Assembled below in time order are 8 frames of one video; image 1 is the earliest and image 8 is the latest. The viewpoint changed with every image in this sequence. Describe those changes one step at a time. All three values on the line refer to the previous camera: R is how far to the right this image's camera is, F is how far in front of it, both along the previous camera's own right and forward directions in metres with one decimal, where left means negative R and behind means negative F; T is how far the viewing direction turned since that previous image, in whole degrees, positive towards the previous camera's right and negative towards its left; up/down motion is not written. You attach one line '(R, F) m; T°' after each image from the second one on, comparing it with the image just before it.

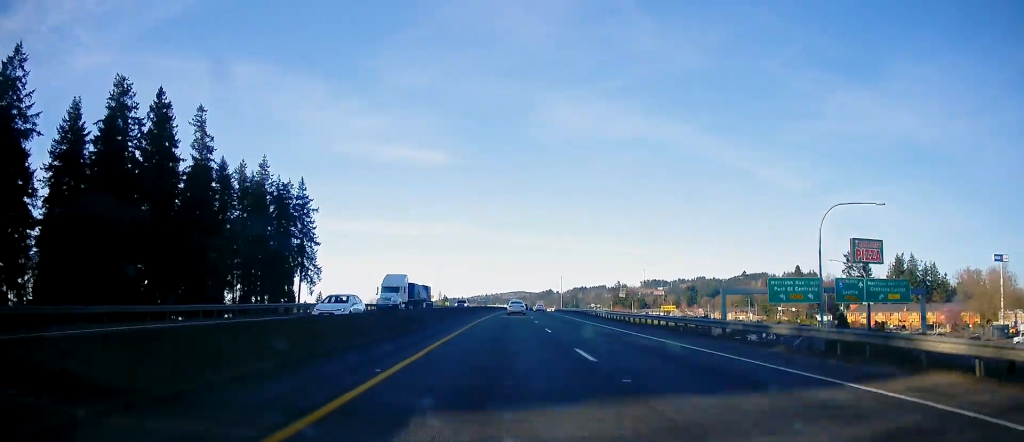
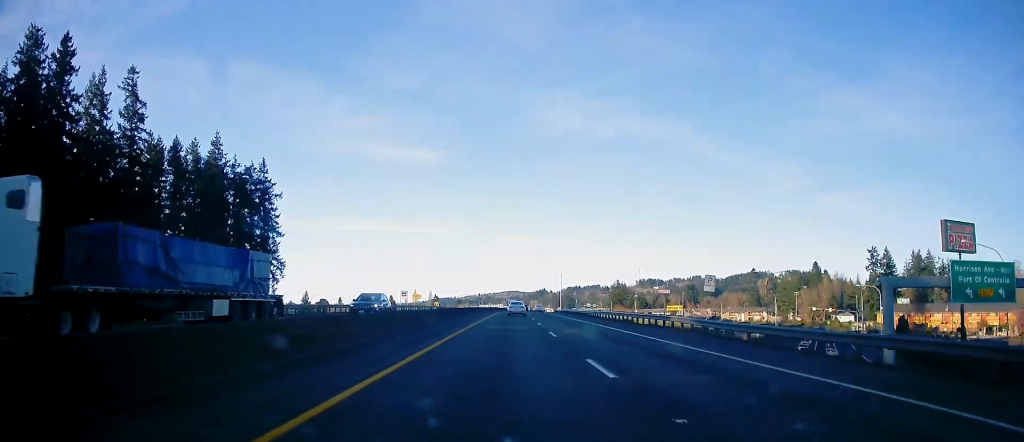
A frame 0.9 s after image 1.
(0.0, +27.5) m; 0°
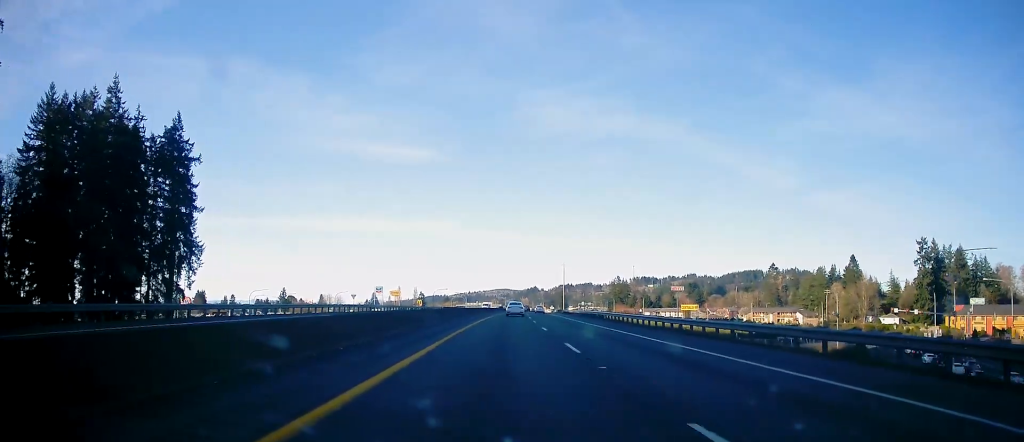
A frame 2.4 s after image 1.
(+0.3, +43.8) m; +1°
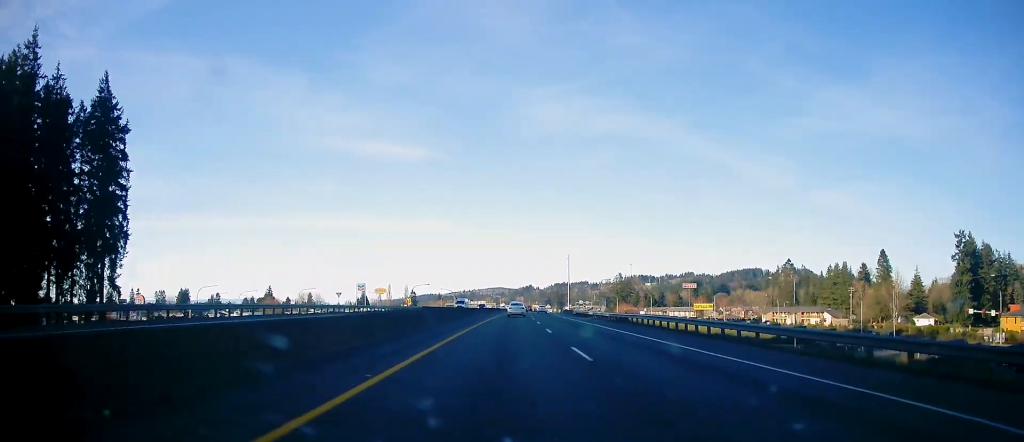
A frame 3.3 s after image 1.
(+0.3, +27.0) m; +1°
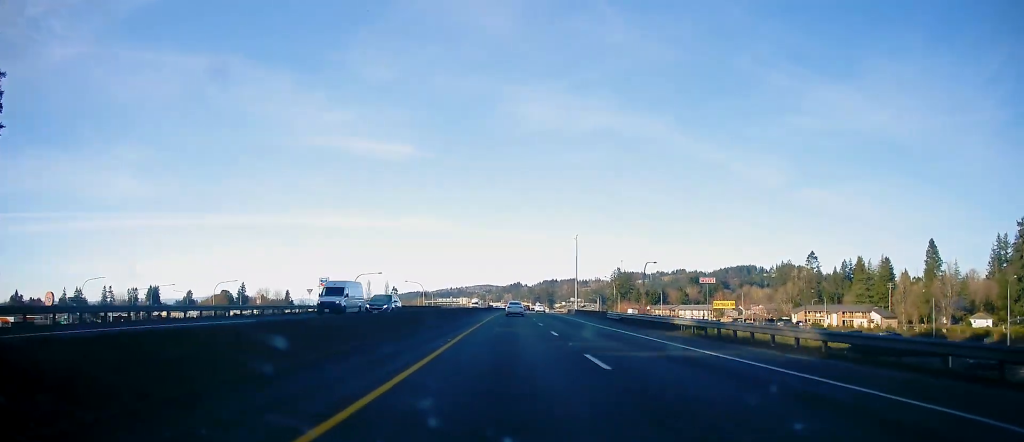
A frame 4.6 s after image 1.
(+0.5, +39.5) m; +1°
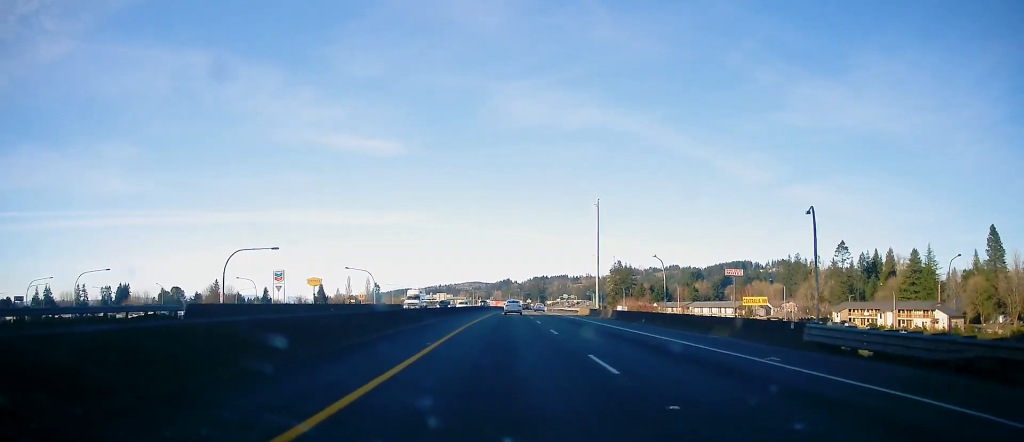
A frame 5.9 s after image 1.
(+0.3, +38.7) m; +1°
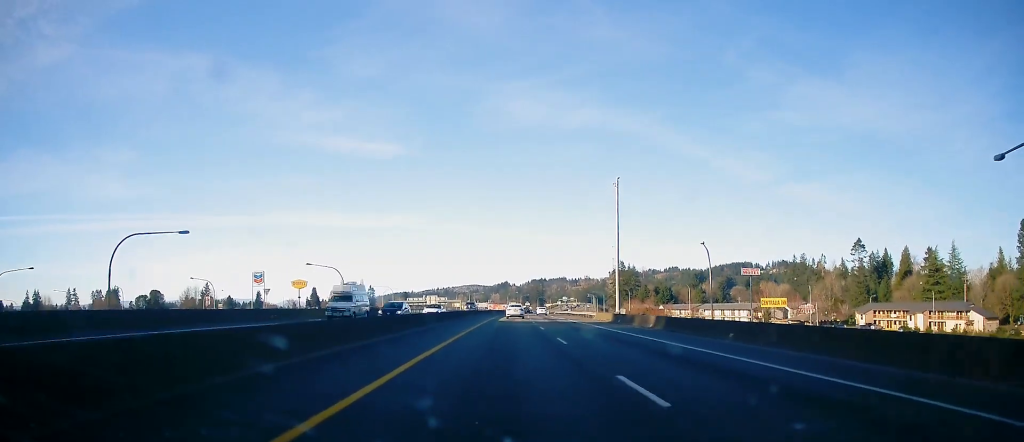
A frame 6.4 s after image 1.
(+0.1, +15.3) m; 0°
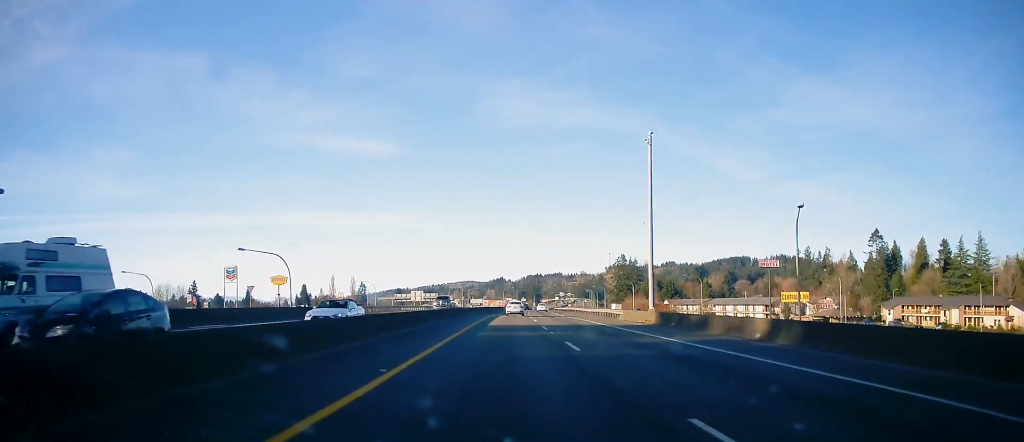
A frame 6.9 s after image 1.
(0.0, +16.4) m; 0°
